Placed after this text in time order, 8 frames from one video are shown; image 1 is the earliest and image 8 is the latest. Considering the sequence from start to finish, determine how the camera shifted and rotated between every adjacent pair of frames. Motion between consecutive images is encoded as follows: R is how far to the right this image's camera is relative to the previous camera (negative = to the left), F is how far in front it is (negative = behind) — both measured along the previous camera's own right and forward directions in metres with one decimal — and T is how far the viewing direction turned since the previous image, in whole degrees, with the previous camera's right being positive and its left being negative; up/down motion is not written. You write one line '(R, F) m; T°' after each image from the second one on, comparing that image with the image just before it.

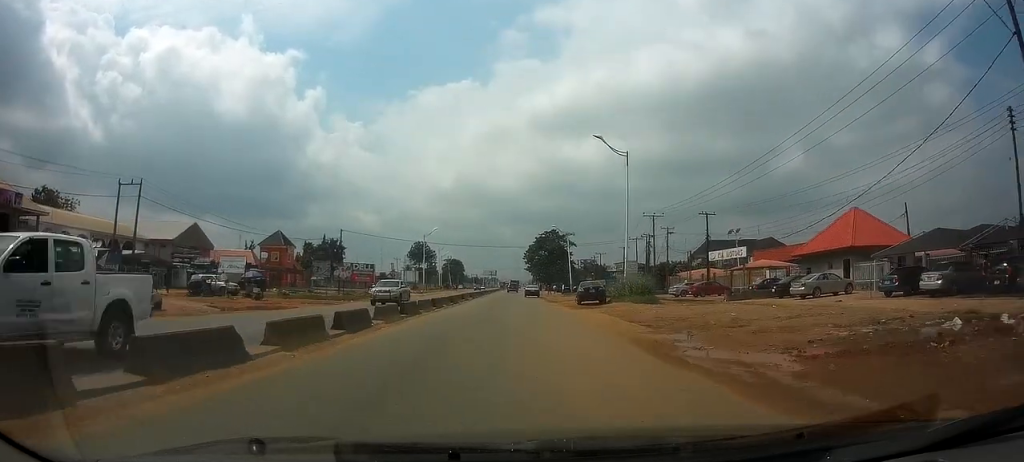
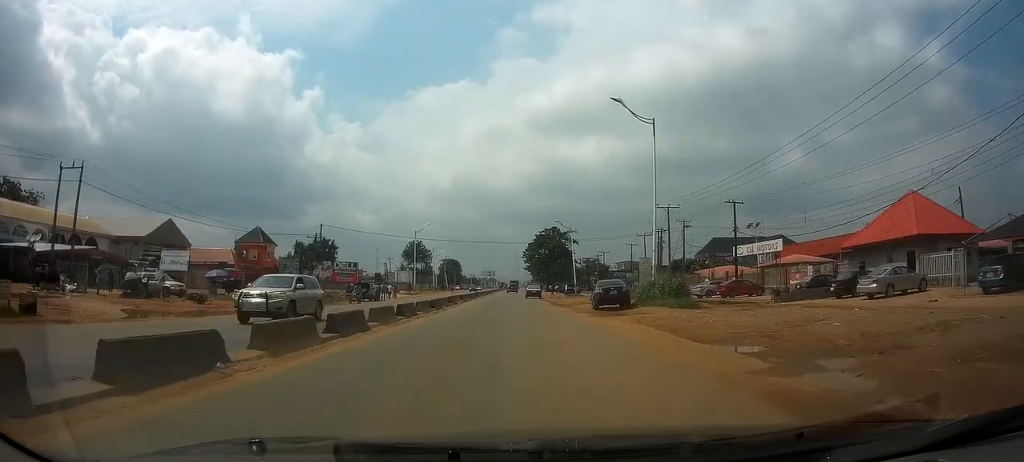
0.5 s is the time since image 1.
(0.0, +8.4) m; 0°
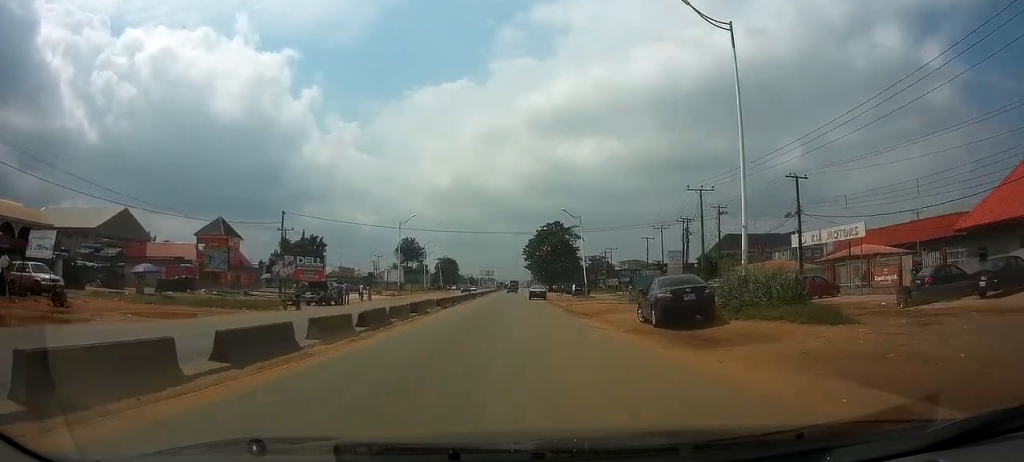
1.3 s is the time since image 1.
(0.0, +12.2) m; 0°
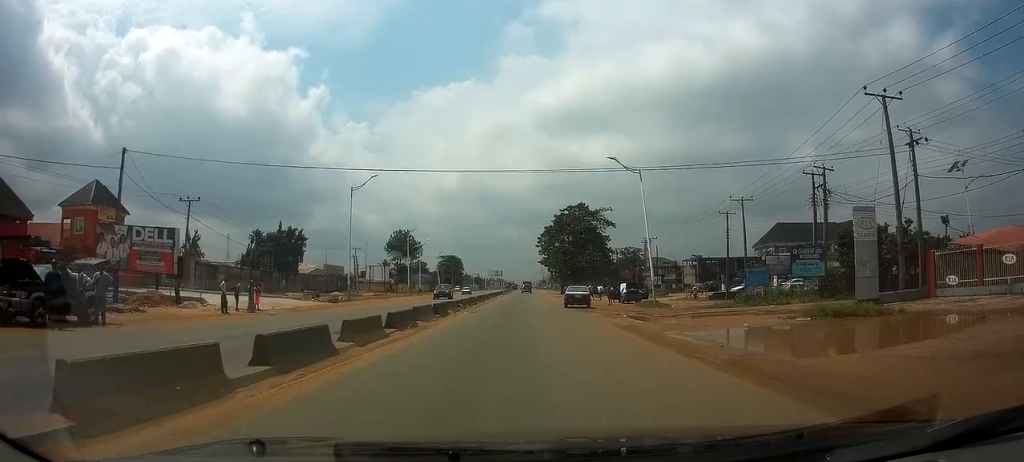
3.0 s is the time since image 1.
(0.0, +28.8) m; -1°
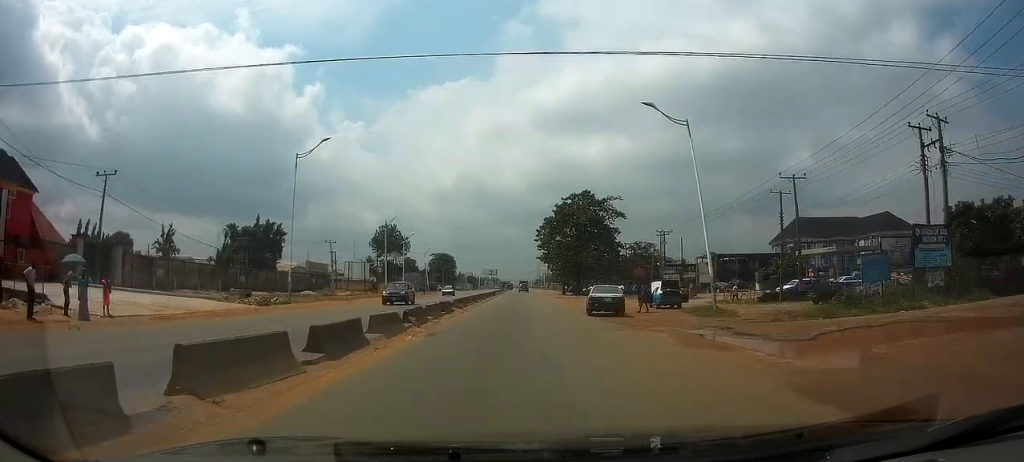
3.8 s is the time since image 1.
(-0.1, +12.8) m; 0°
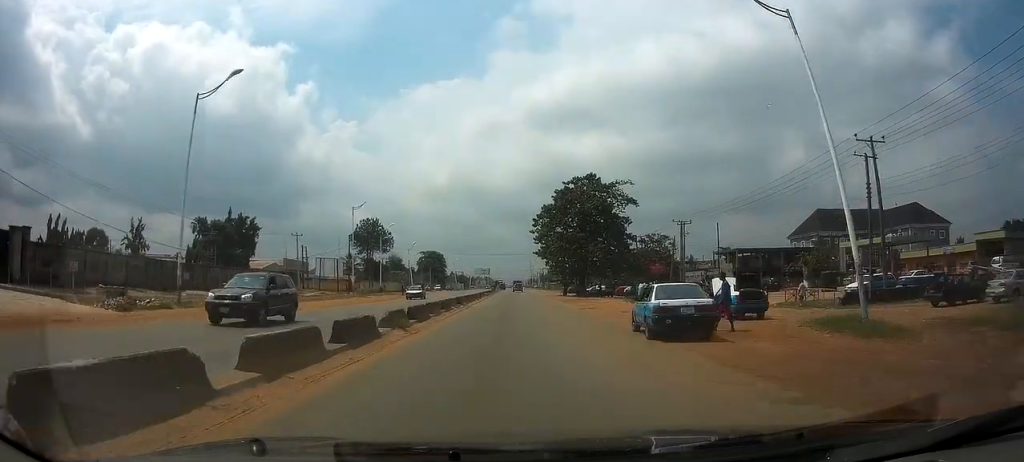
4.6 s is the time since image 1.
(+0.1, +13.1) m; +1°
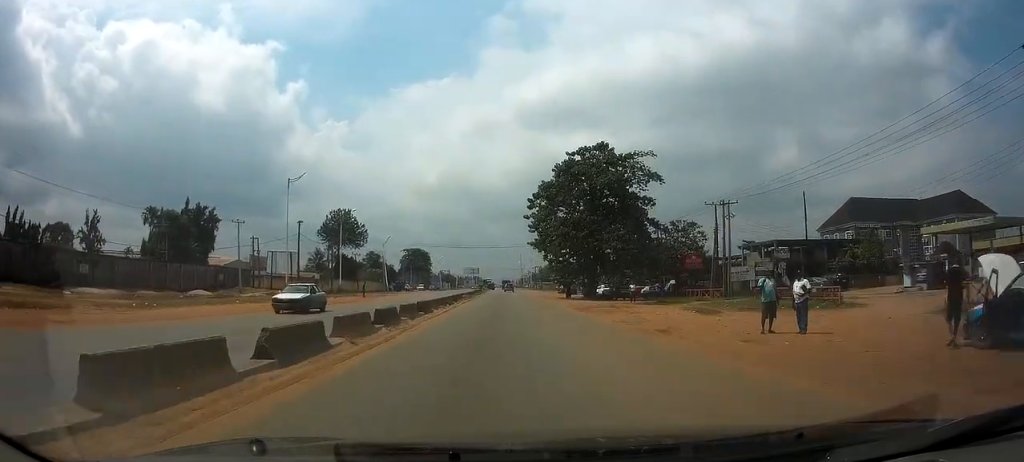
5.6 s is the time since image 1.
(+0.1, +17.4) m; +1°
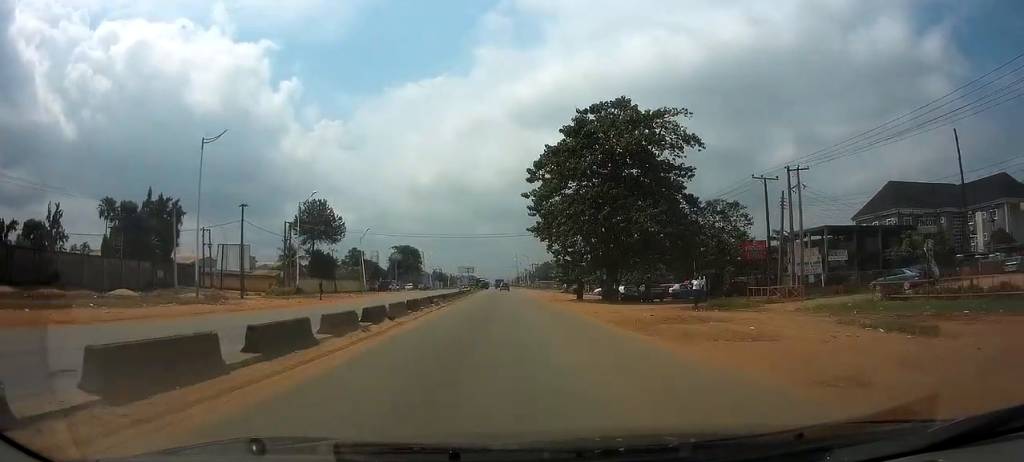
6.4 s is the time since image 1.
(+0.1, +14.5) m; 0°
